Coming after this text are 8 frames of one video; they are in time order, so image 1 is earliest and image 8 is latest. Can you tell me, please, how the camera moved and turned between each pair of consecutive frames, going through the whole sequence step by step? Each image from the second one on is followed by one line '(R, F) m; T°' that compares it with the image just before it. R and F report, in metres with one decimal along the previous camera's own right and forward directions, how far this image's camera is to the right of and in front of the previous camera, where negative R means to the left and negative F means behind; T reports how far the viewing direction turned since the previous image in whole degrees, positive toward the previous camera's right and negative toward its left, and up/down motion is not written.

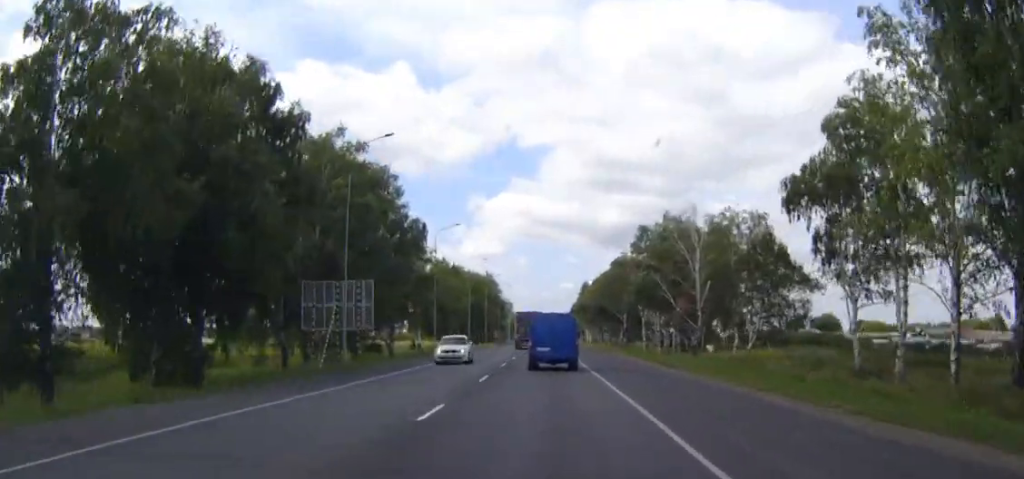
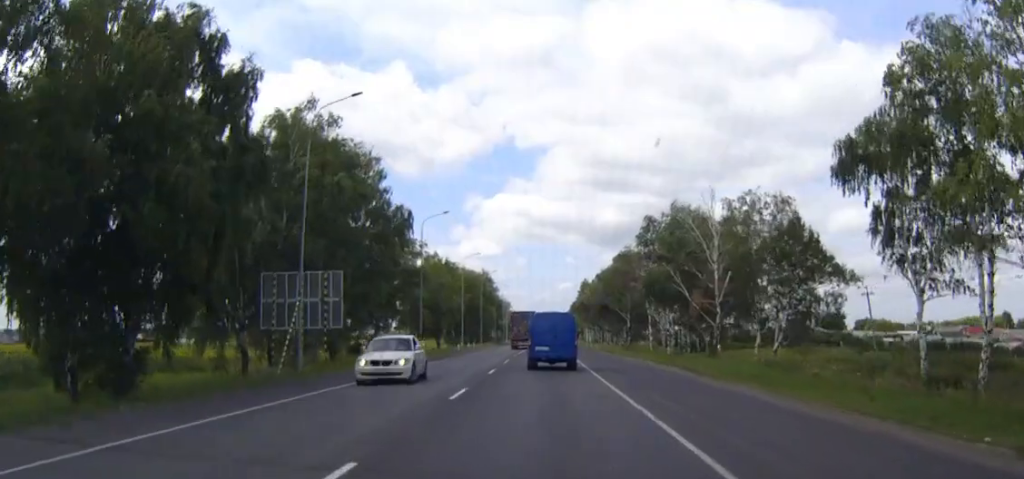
(0.0, +7.6) m; 0°
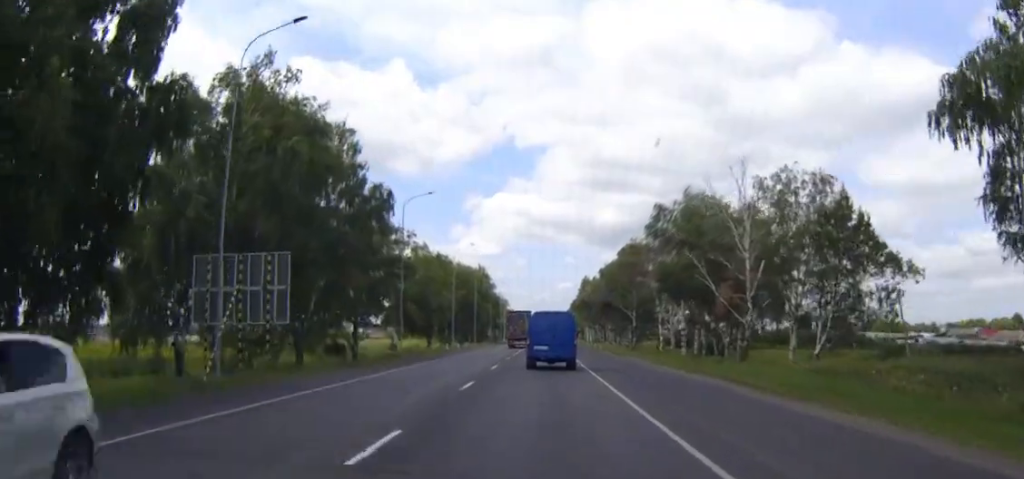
(0.0, +9.2) m; 0°
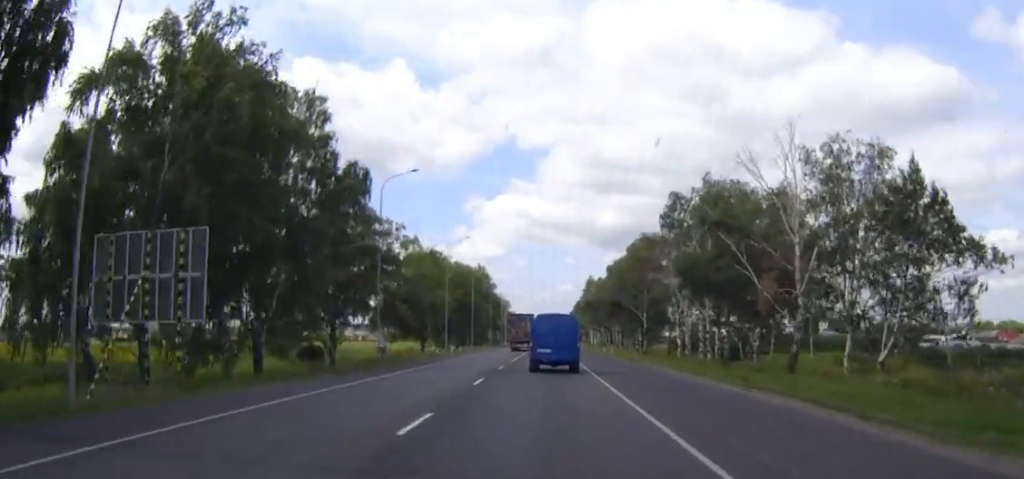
(0.0, +9.2) m; 0°
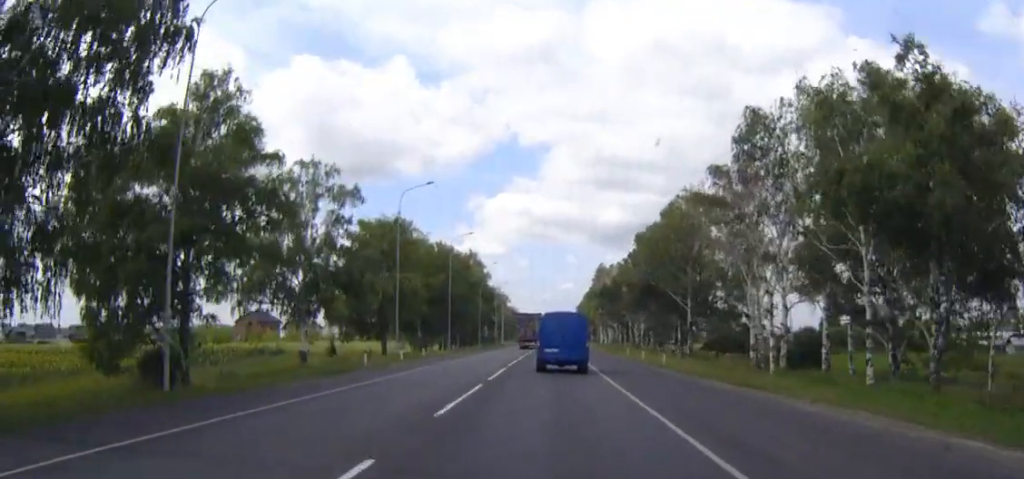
(0.0, +29.7) m; 0°
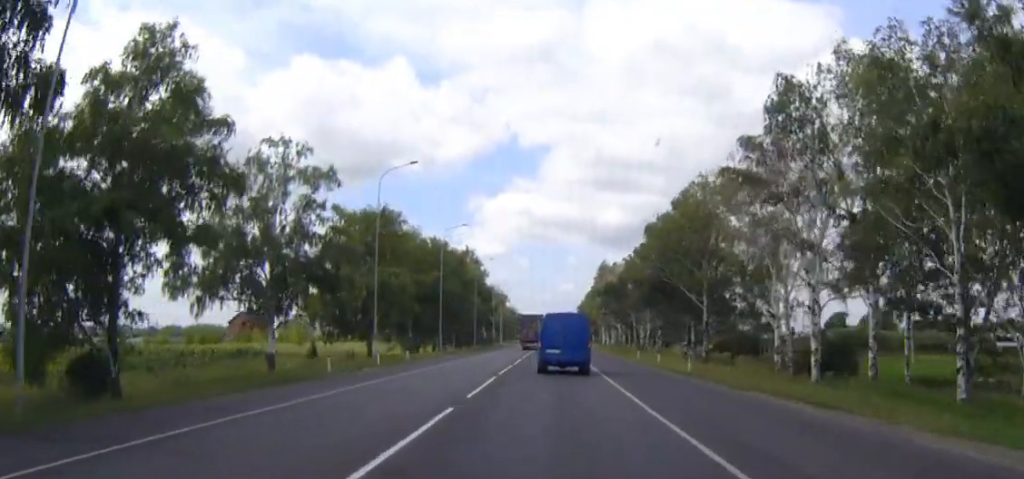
(0.0, +7.2) m; 0°
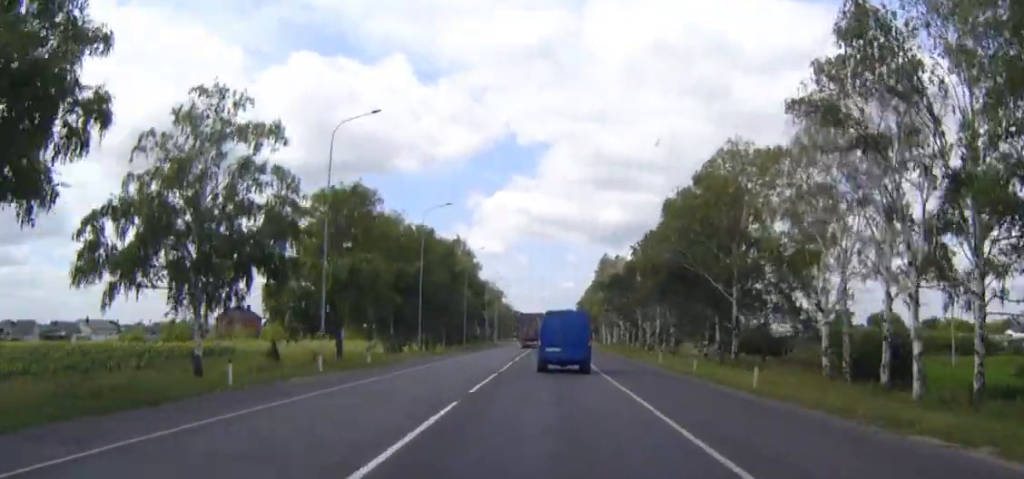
(0.0, +11.2) m; 0°
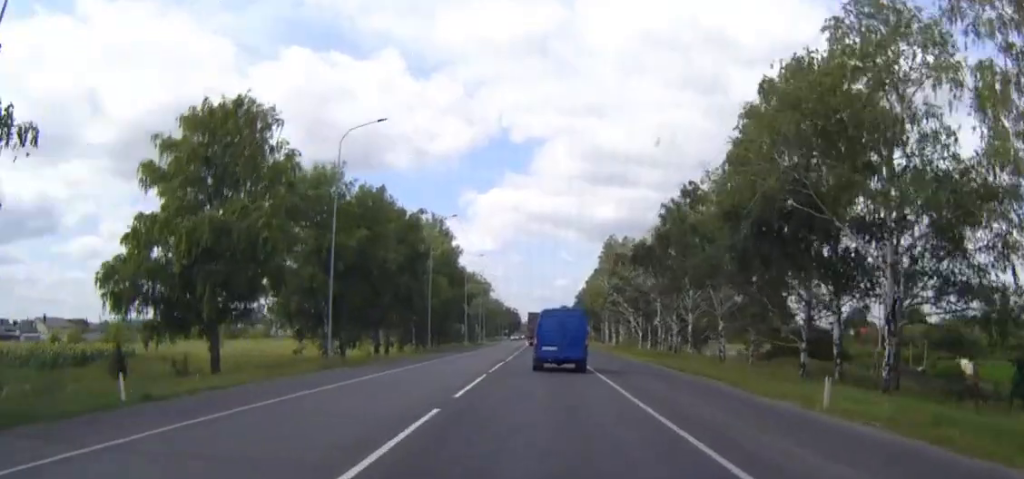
(+0.2, +26.8) m; 0°
